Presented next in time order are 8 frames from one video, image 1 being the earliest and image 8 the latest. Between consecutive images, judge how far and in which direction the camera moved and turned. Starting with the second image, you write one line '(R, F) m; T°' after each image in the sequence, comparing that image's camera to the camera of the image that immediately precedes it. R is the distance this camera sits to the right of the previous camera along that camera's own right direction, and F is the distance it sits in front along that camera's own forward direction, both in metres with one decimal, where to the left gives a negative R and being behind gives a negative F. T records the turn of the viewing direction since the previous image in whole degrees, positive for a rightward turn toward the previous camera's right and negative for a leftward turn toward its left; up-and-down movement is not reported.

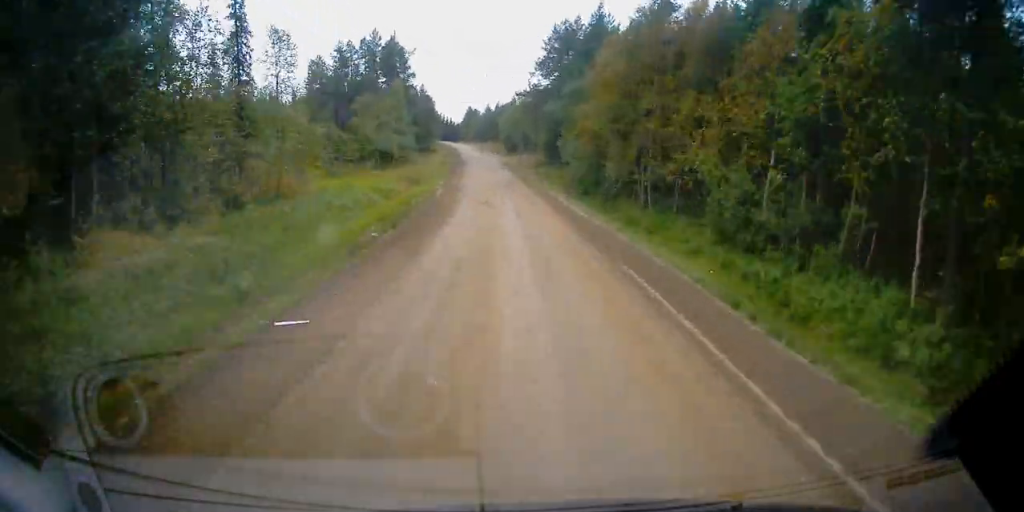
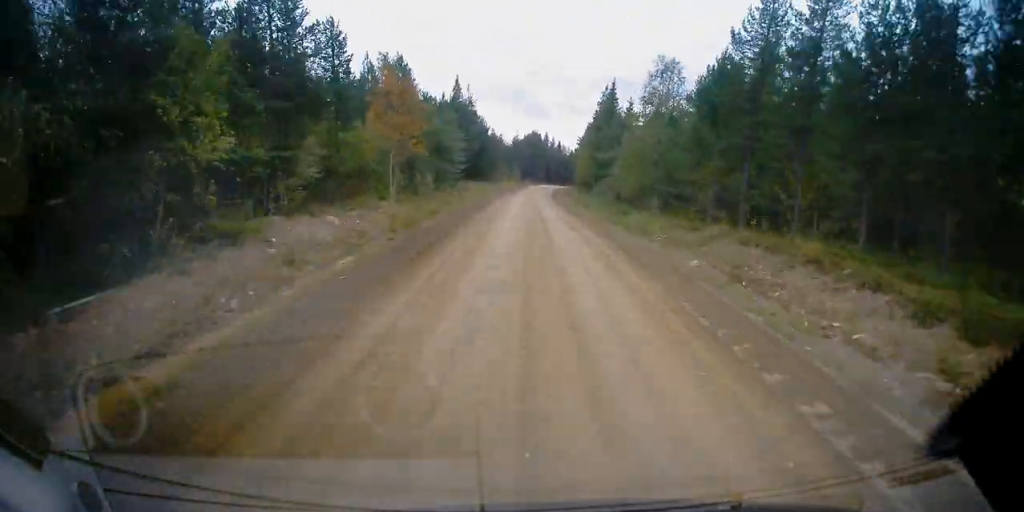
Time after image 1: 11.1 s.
(-18.1, +127.5) m; -11°
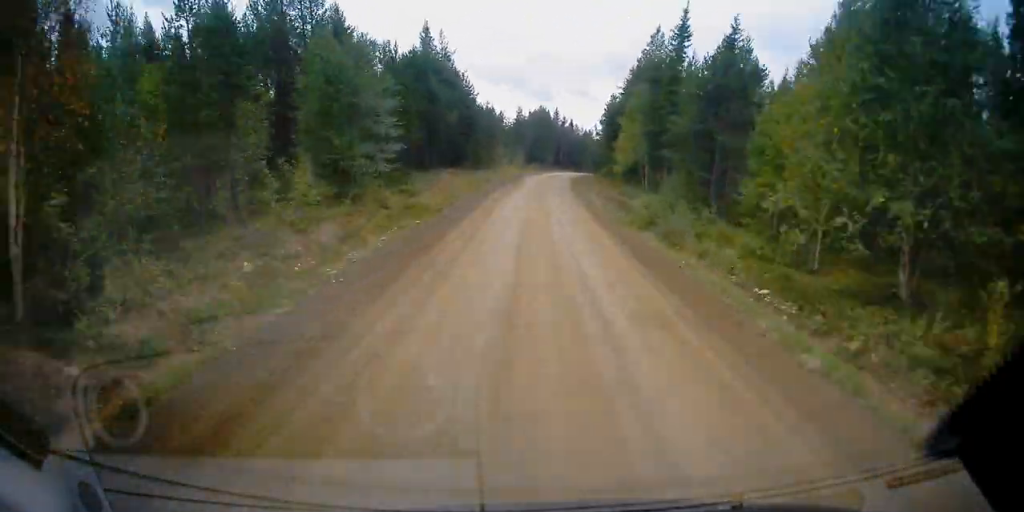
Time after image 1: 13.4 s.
(0.0, +27.0) m; +1°
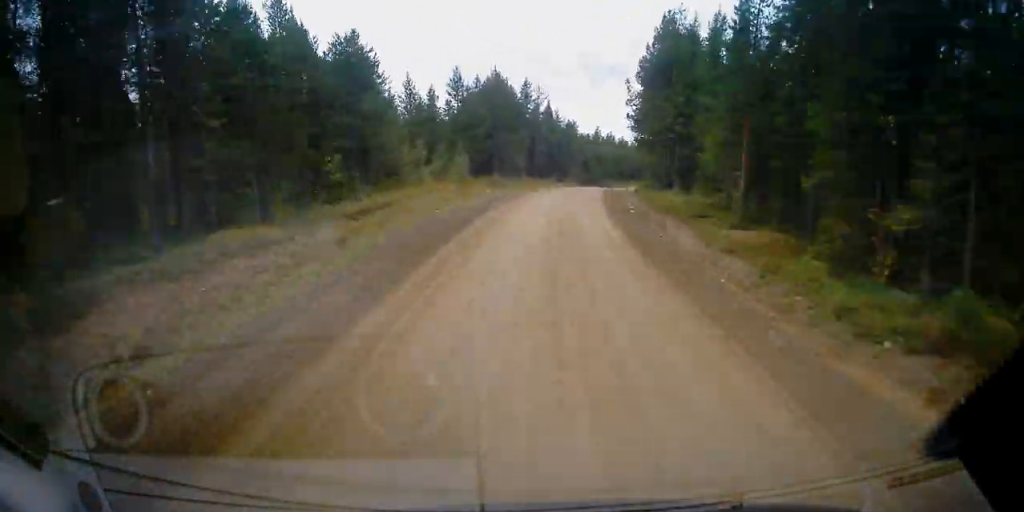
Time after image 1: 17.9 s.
(+1.3, +53.8) m; +7°
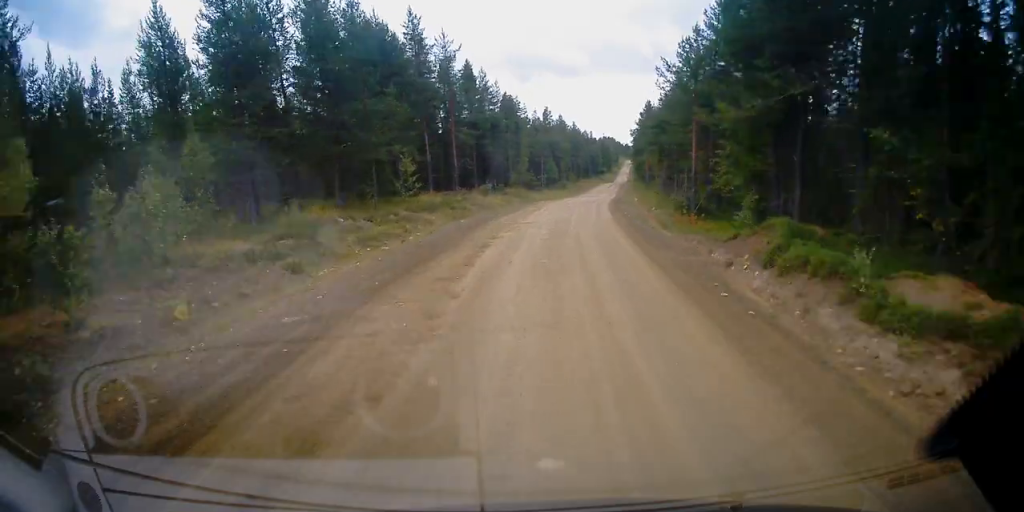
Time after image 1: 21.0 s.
(+2.8, +38.1) m; +6°
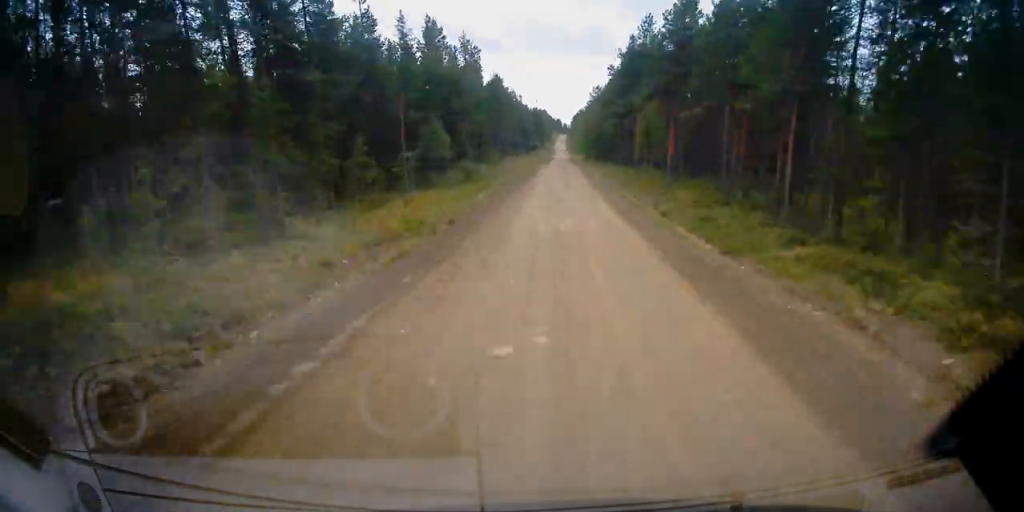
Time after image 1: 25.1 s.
(+2.9, +49.6) m; +3°
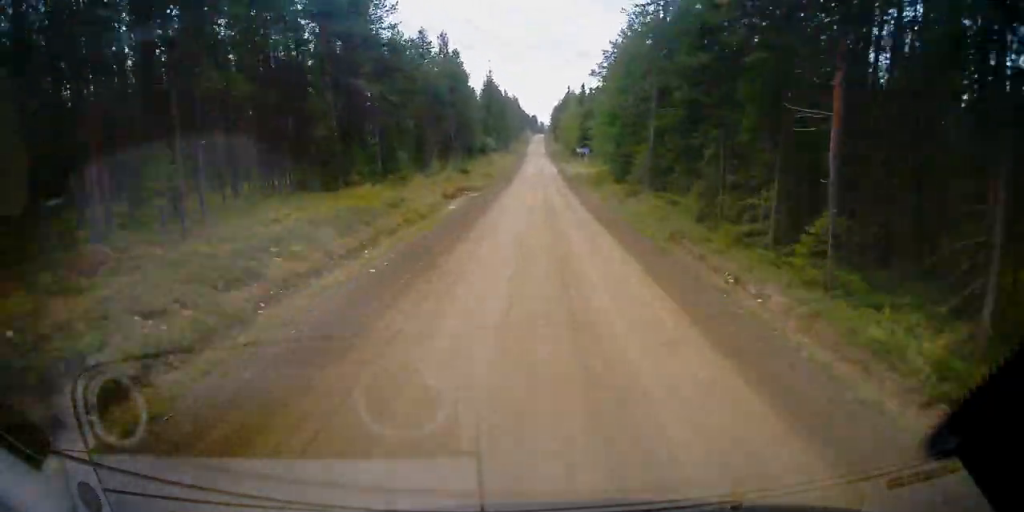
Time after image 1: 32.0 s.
(-0.1, +87.3) m; 0°
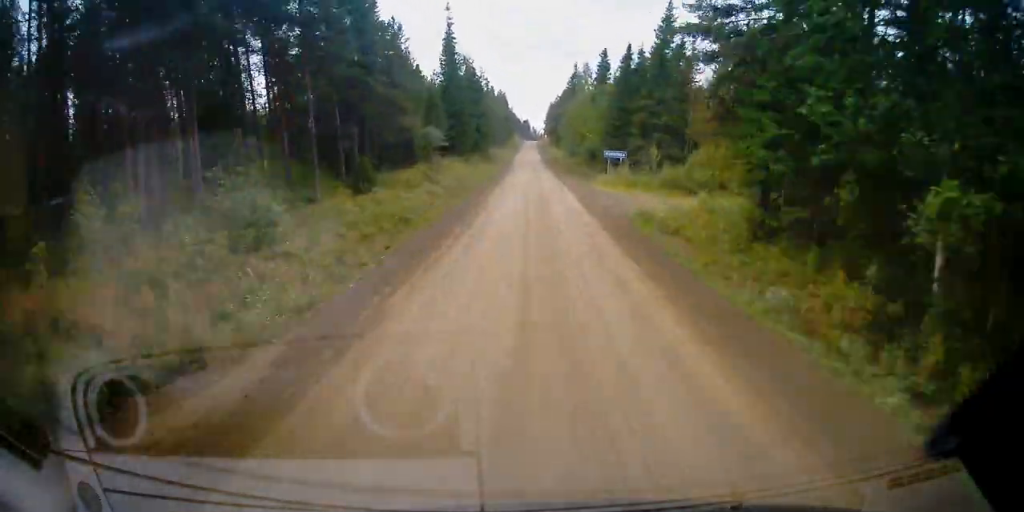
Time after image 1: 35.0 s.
(-0.1, +38.6) m; 0°
